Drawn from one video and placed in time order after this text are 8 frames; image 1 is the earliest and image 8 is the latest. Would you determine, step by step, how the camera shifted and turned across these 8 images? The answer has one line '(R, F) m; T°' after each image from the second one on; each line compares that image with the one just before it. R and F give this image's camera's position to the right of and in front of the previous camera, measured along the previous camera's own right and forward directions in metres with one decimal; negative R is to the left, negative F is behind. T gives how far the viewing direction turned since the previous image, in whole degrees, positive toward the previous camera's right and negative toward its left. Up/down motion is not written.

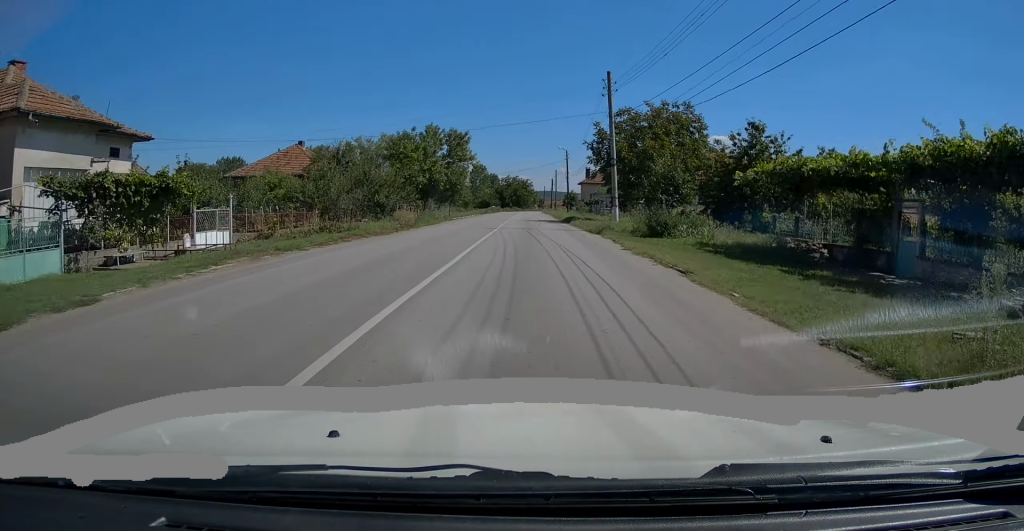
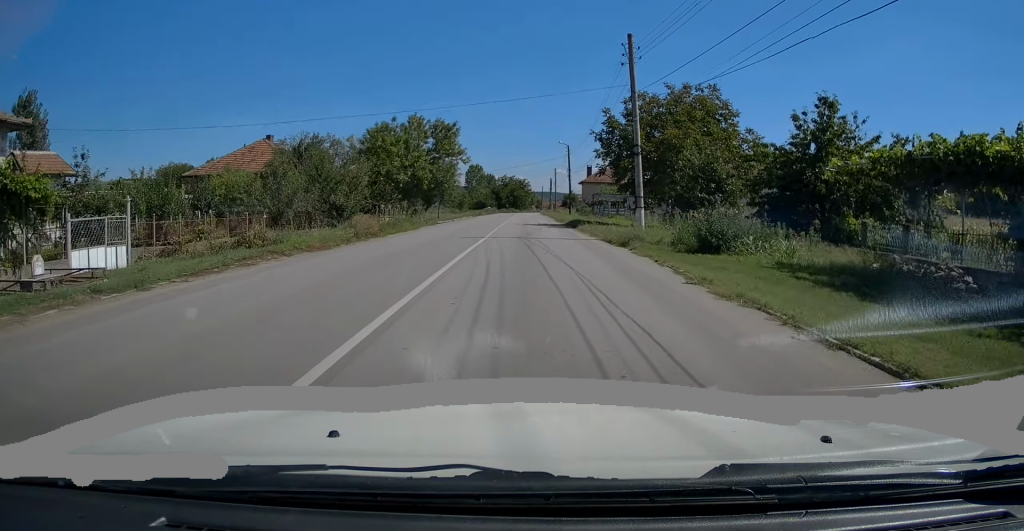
(0.0, +7.1) m; -1°
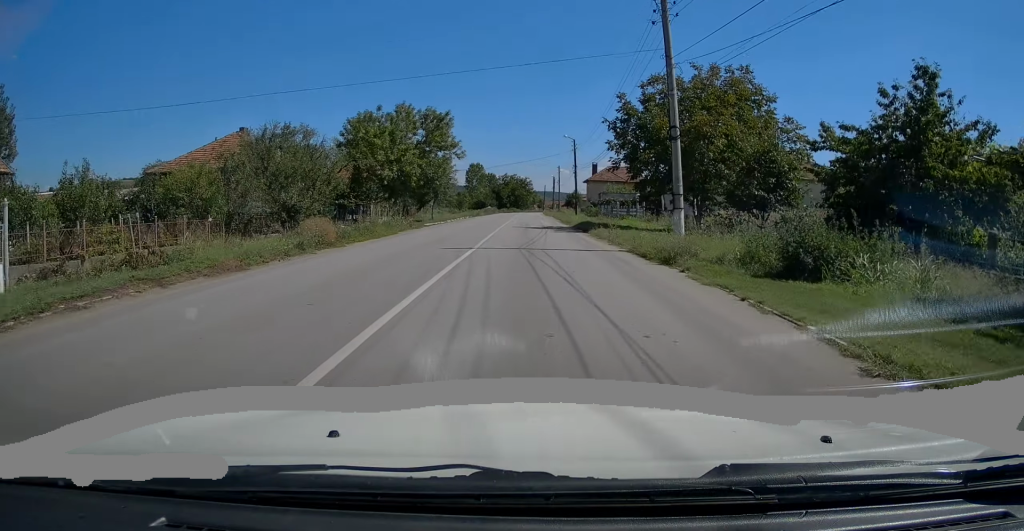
(0.0, +5.5) m; 0°
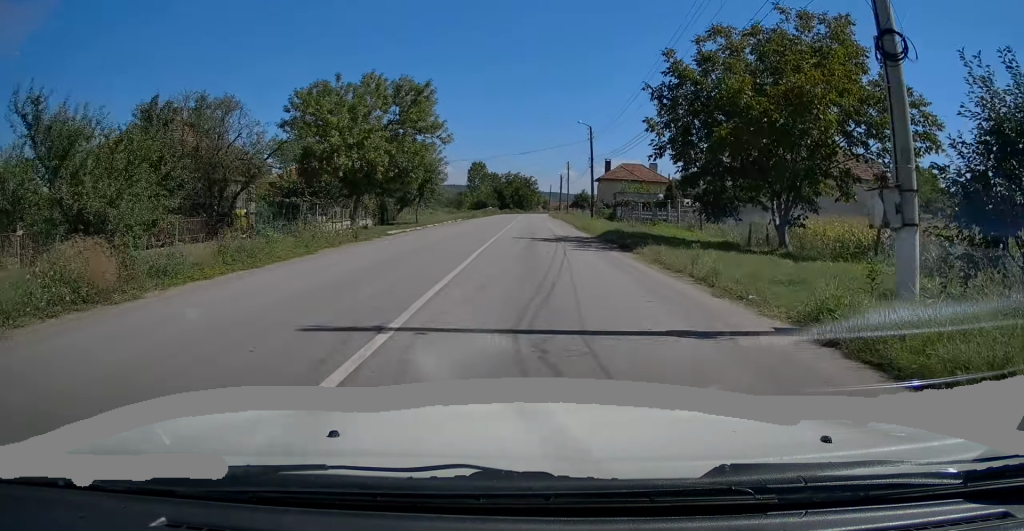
(-0.1, +10.5) m; 0°
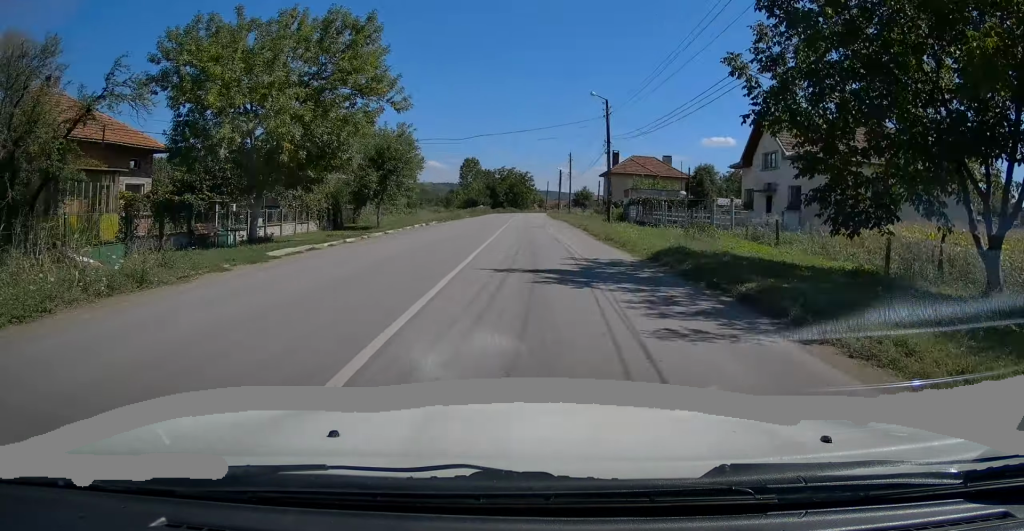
(+0.2, +11.5) m; +1°
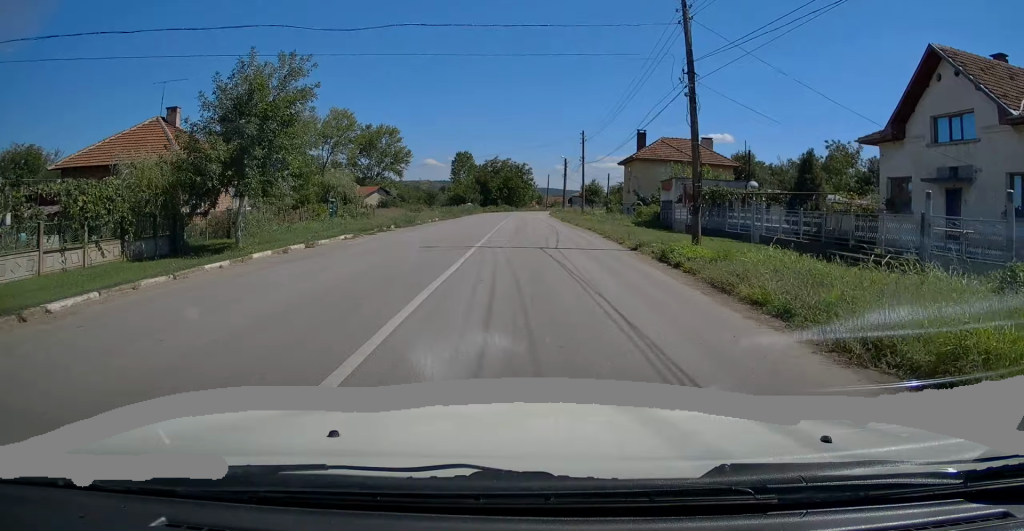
(0.0, +18.4) m; -1°
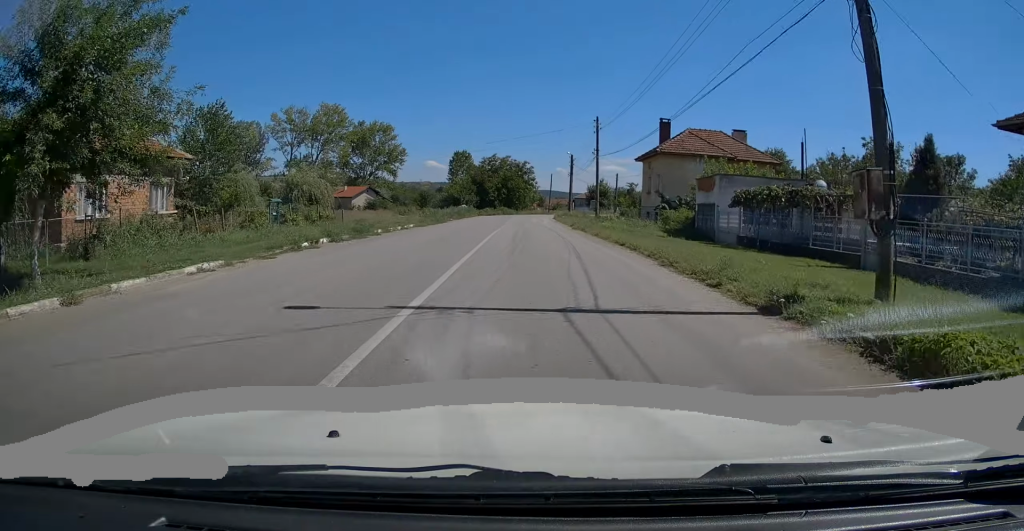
(-0.1, +9.2) m; -1°
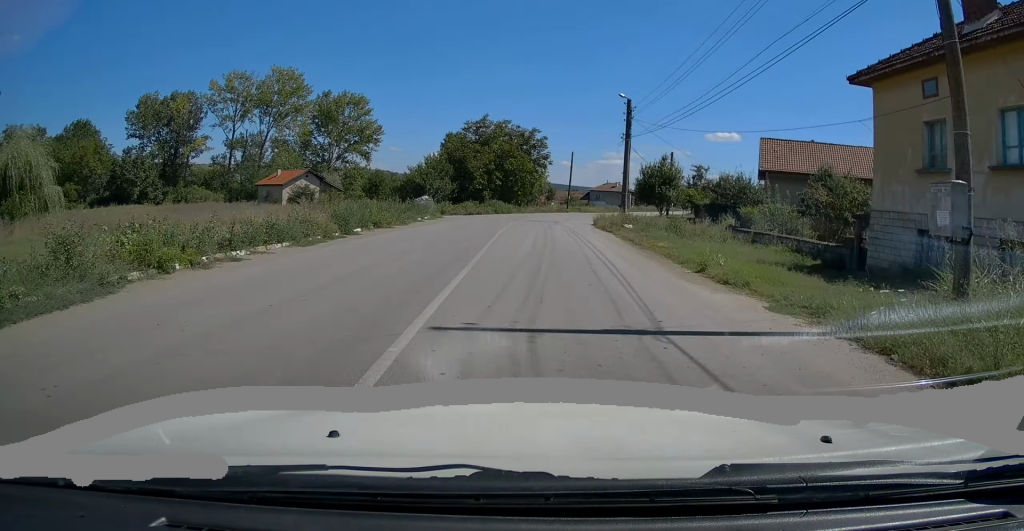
(-0.2, +34.7) m; 0°
